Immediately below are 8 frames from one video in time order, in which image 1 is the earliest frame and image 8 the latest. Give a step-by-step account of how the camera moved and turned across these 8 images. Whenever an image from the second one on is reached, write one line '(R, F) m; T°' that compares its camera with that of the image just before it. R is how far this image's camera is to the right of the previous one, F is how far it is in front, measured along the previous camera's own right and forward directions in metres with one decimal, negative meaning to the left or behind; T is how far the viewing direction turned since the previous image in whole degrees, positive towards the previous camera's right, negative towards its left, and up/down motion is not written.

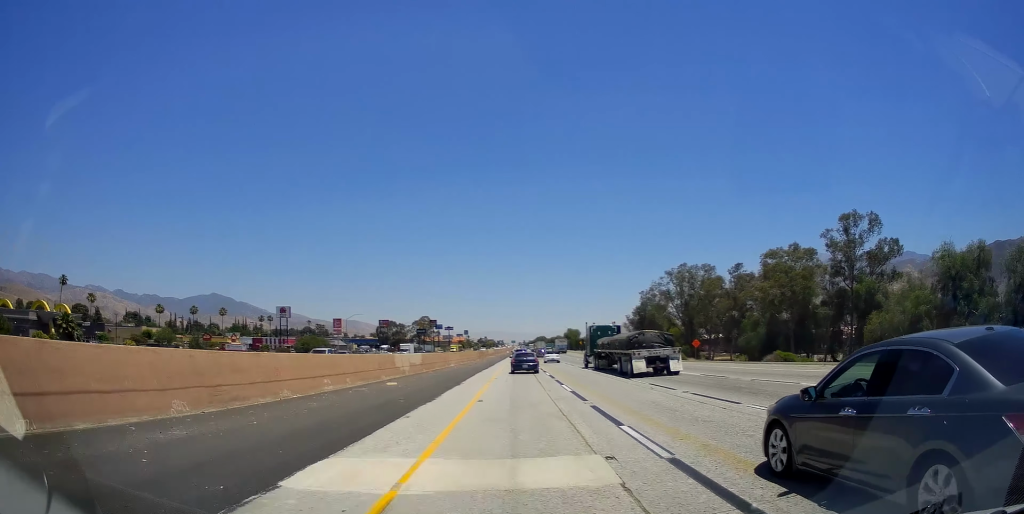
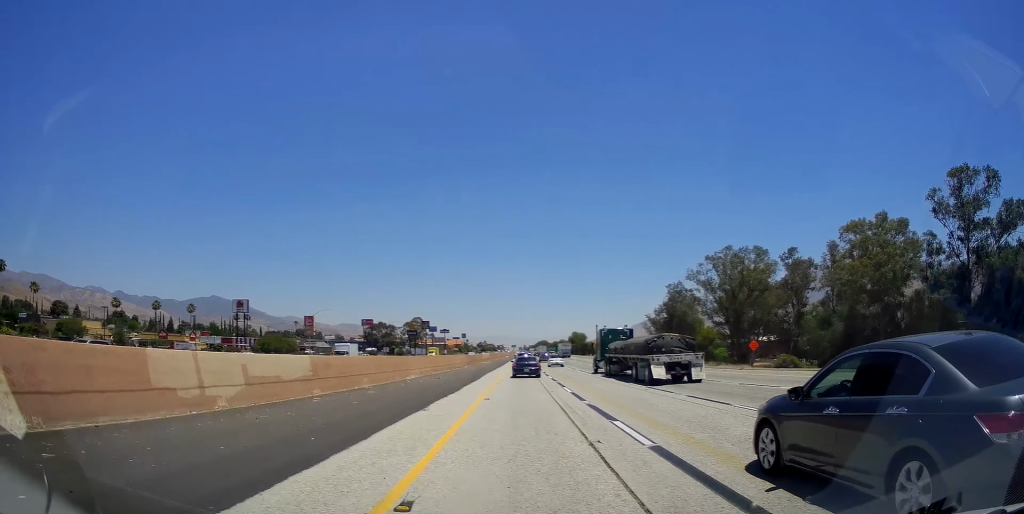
(0.0, +28.3) m; 0°
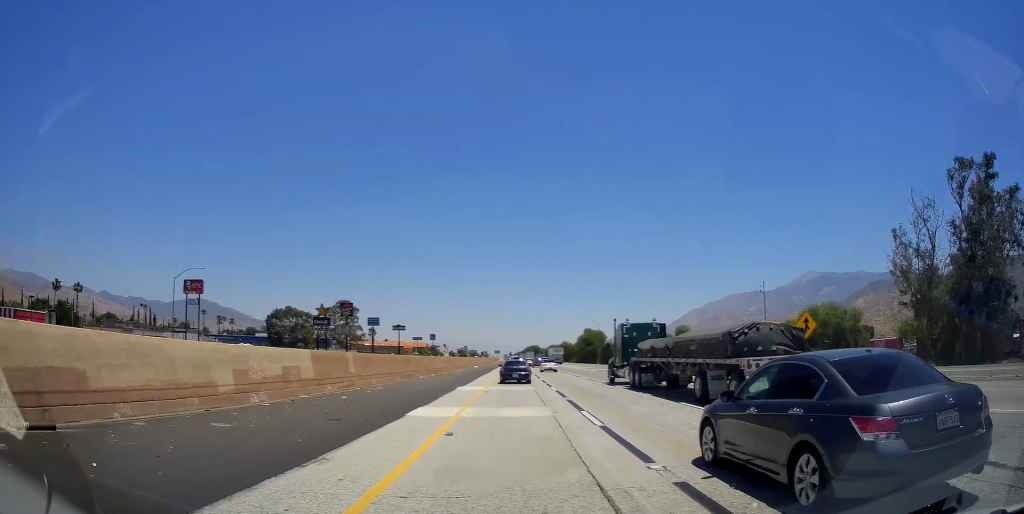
(+1.3, +107.6) m; +1°
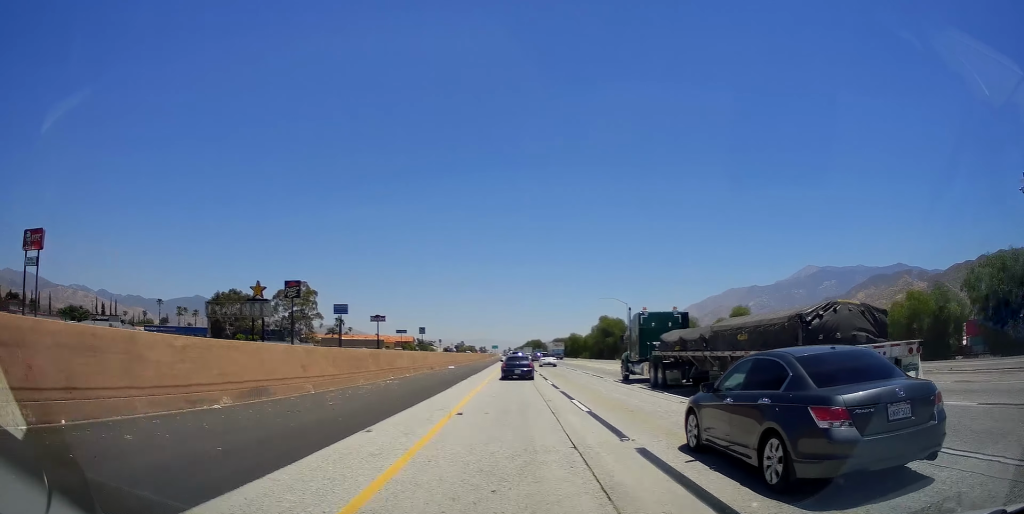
(-0.2, +41.4) m; 0°
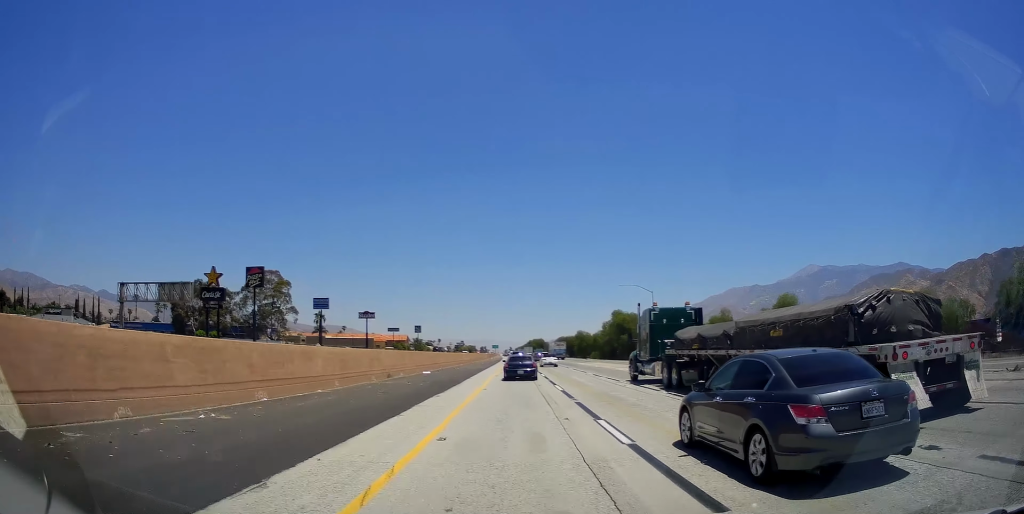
(+0.1, +18.6) m; 0°
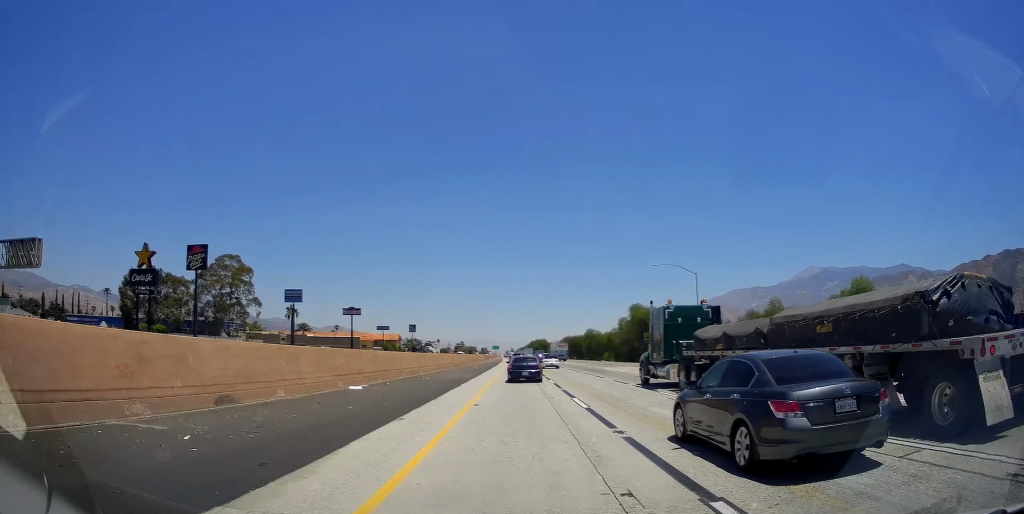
(0.0, +20.6) m; 0°
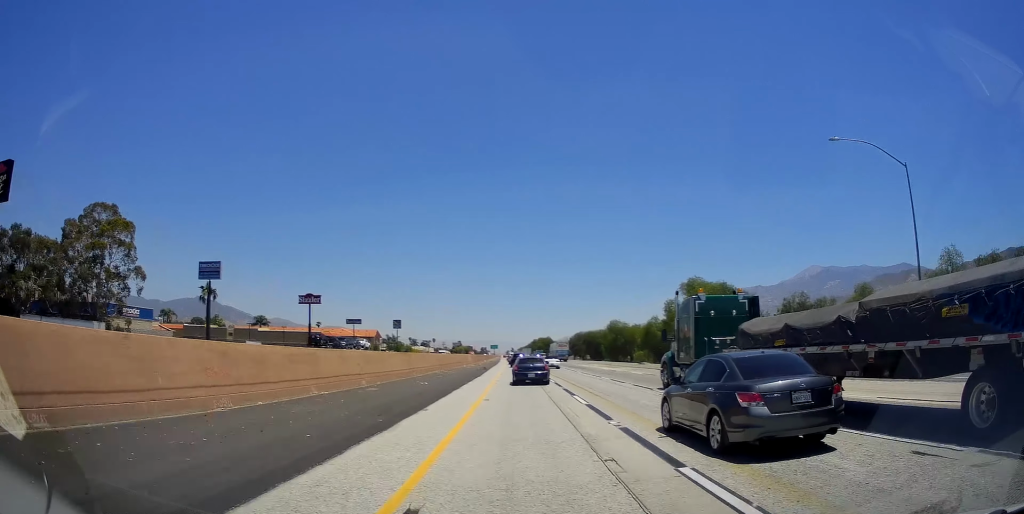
(-0.2, +37.1) m; 0°
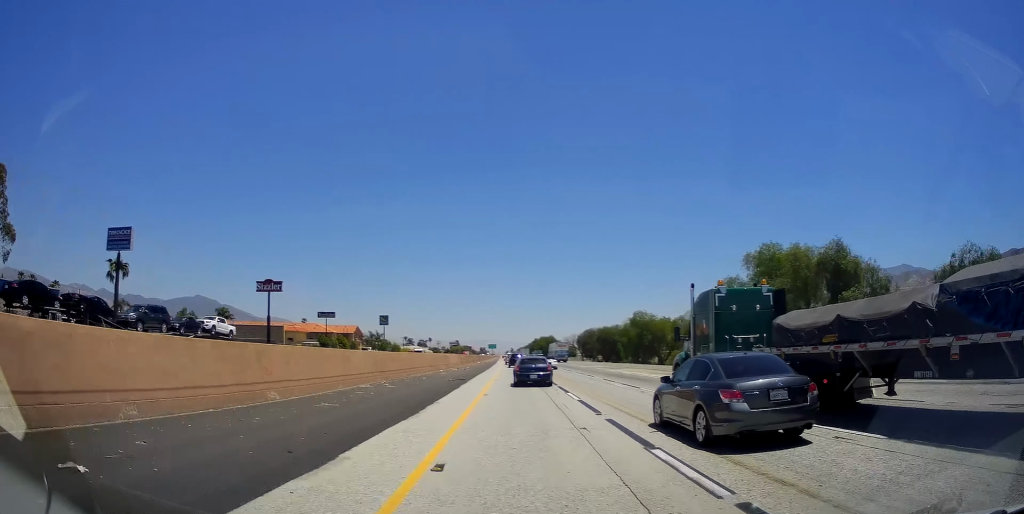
(+0.3, +23.7) m; 0°
